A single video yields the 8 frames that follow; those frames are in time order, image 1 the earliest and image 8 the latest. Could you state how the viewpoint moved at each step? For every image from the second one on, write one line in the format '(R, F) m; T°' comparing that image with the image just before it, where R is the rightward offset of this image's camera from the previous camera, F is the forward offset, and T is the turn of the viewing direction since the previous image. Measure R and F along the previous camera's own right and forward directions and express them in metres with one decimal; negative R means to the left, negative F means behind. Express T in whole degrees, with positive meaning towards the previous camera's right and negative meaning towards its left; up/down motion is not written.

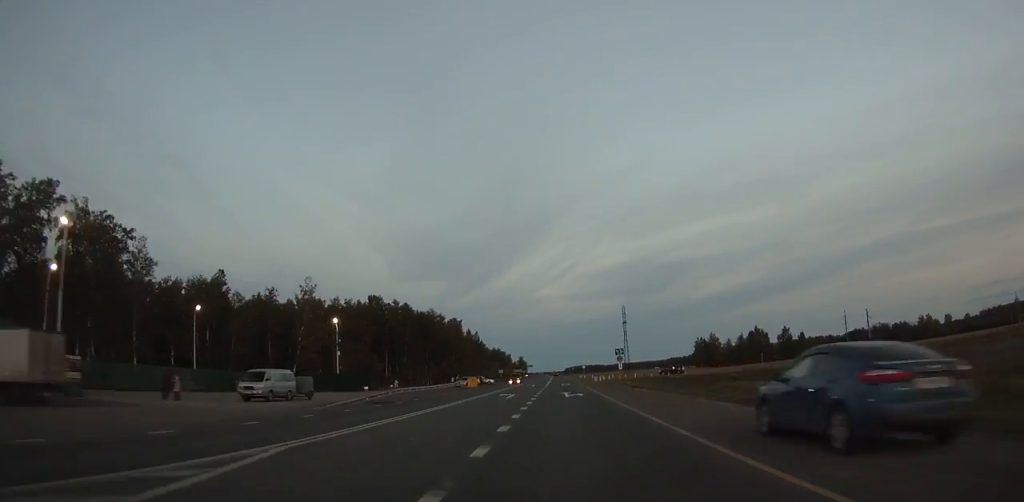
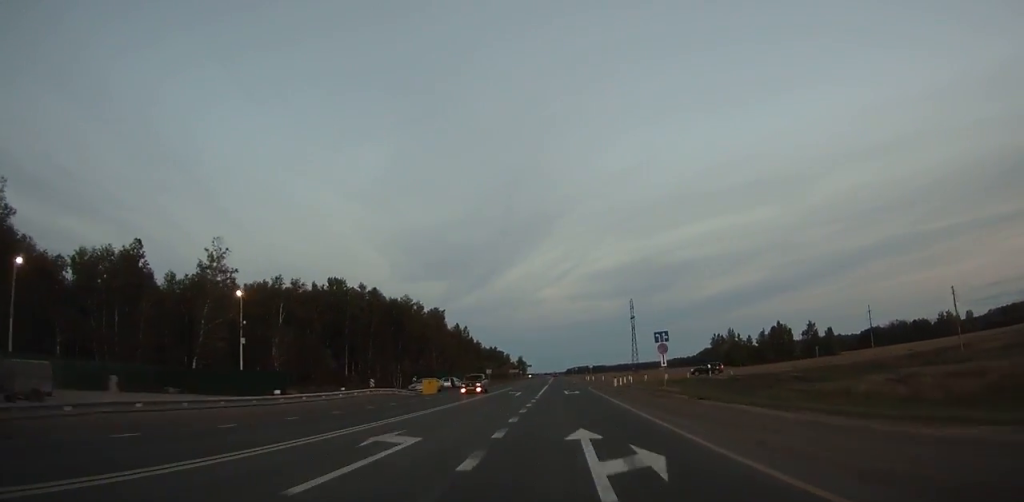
(0.0, +27.0) m; 0°
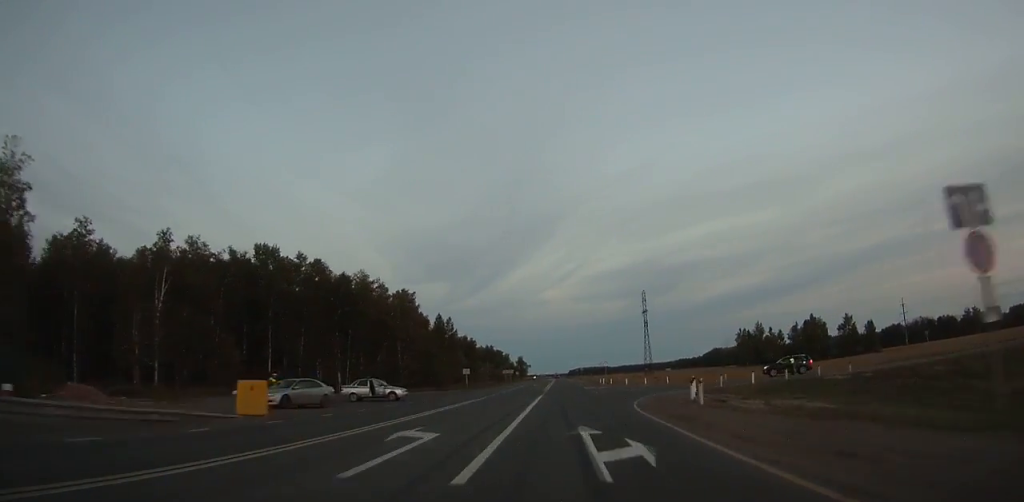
(-0.1, +30.0) m; 0°
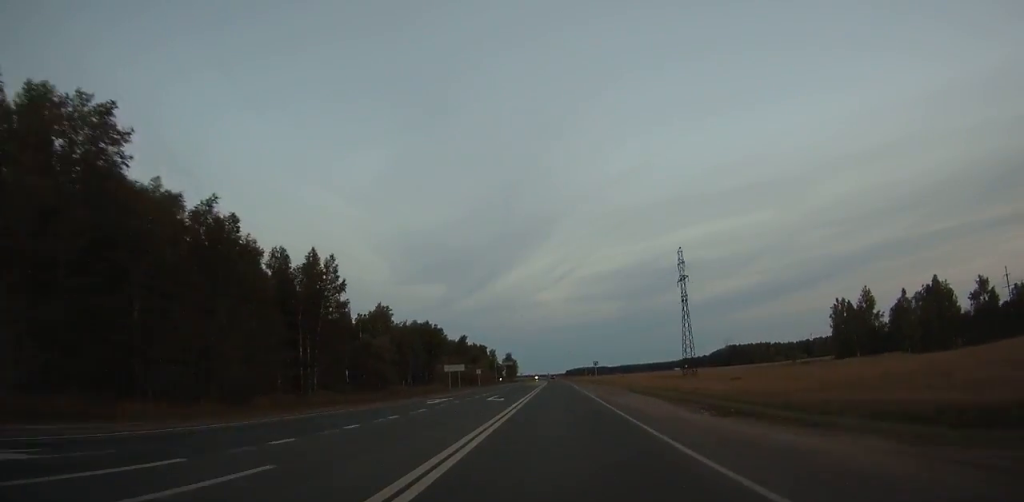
(+0.1, +74.3) m; 0°
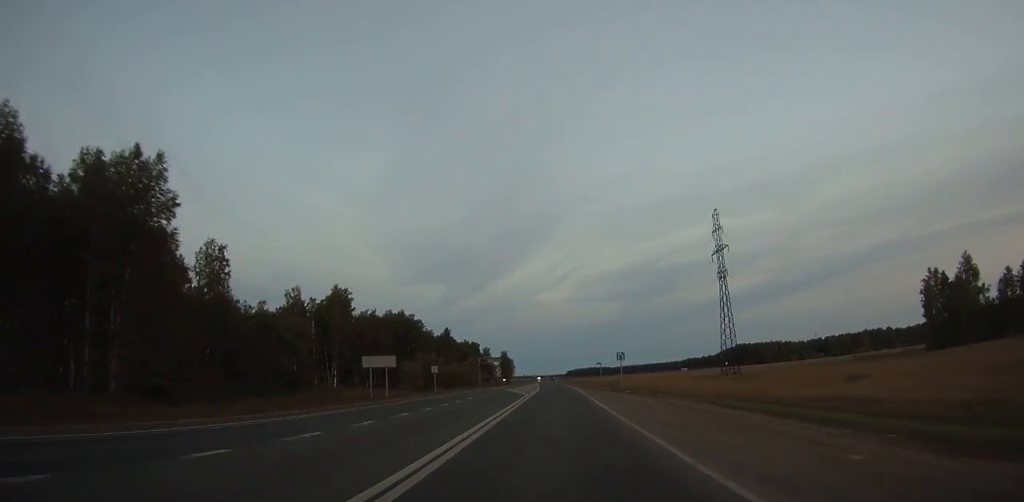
(+0.1, +32.9) m; 0°
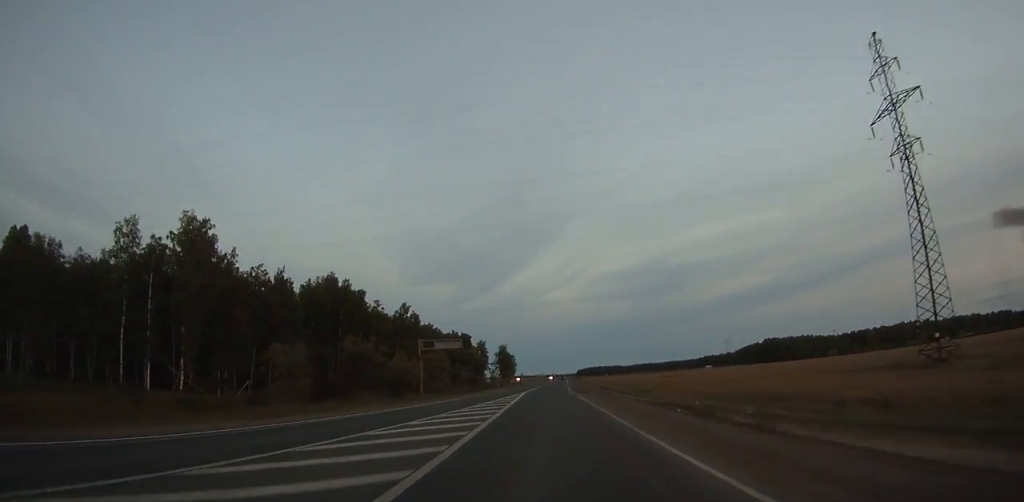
(-0.3, +58.2) m; -1°
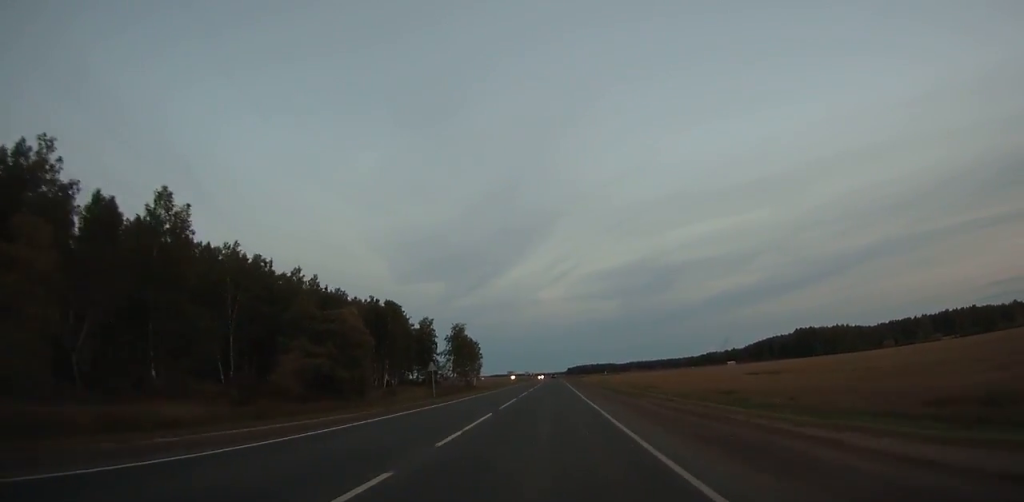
(-0.5, +99.3) m; 0°
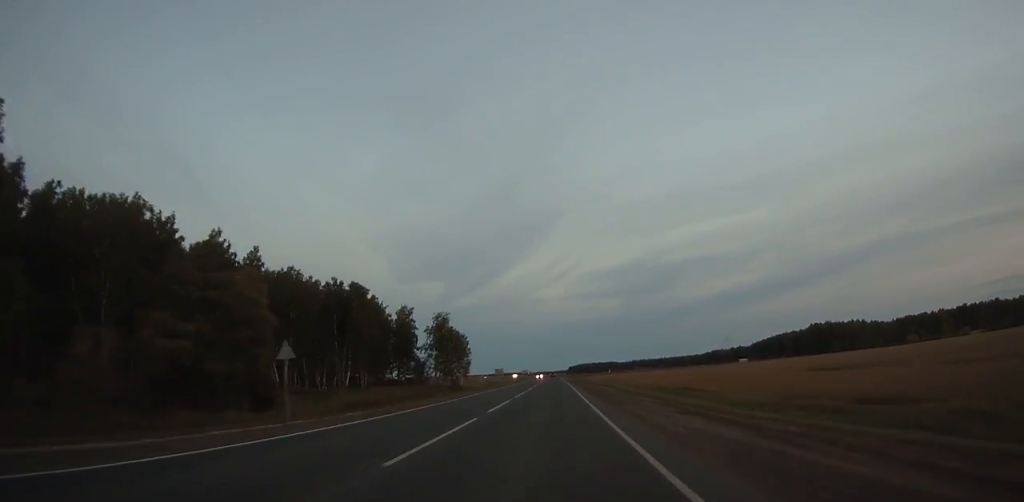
(0.0, +26.5) m; 0°
